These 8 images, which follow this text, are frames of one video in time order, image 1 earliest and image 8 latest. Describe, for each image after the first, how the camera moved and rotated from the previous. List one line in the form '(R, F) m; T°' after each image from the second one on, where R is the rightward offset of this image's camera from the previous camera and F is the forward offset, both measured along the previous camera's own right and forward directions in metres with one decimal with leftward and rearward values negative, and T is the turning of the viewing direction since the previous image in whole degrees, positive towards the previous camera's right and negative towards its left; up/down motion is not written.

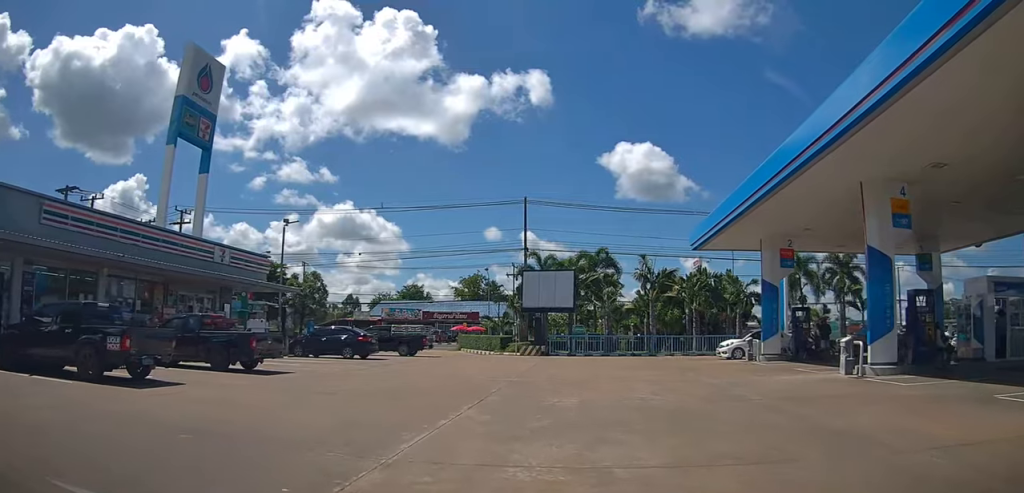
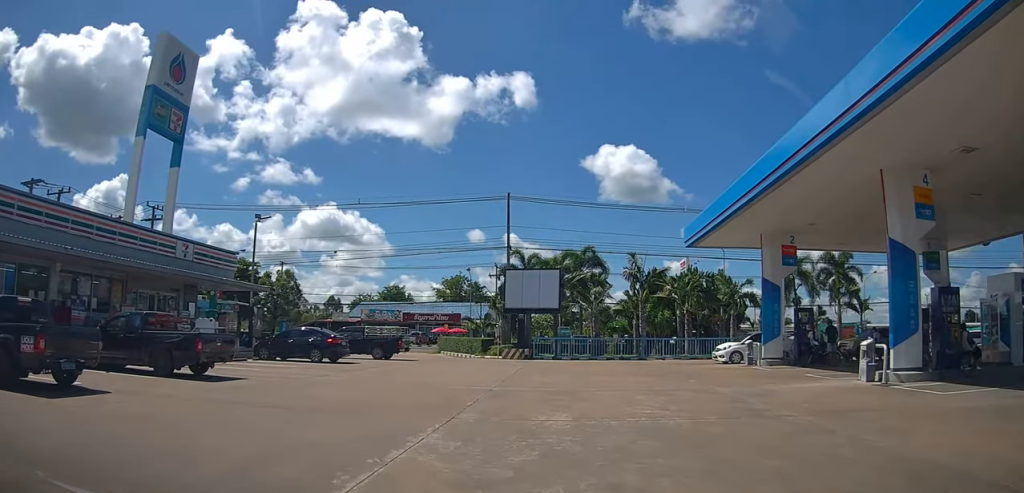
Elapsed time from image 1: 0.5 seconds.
(0.0, +1.8) m; +1°
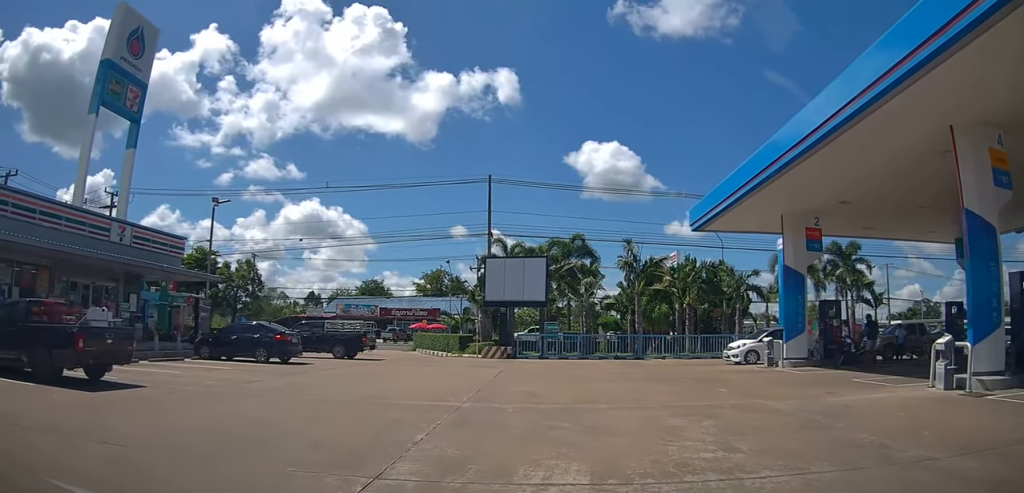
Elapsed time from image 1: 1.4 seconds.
(0.0, +3.5) m; +2°
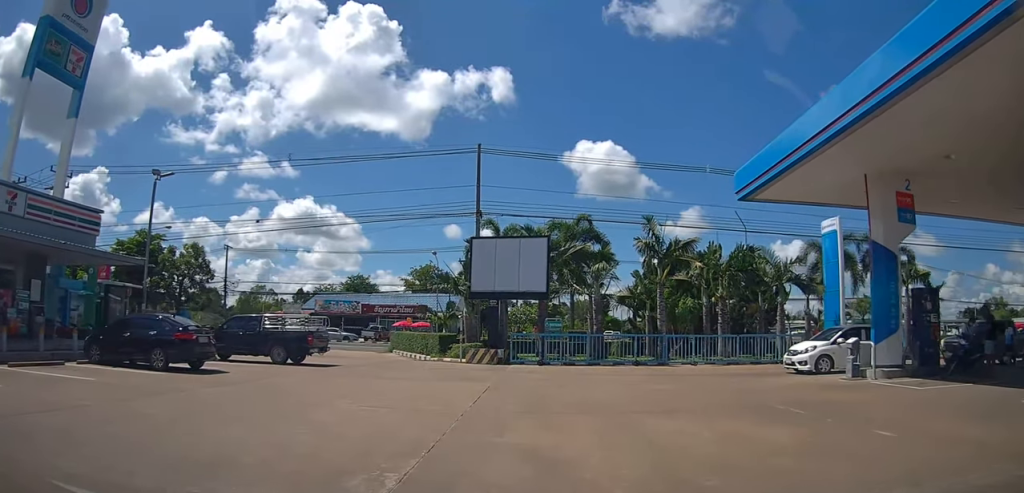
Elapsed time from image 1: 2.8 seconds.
(+0.2, +5.8) m; +2°
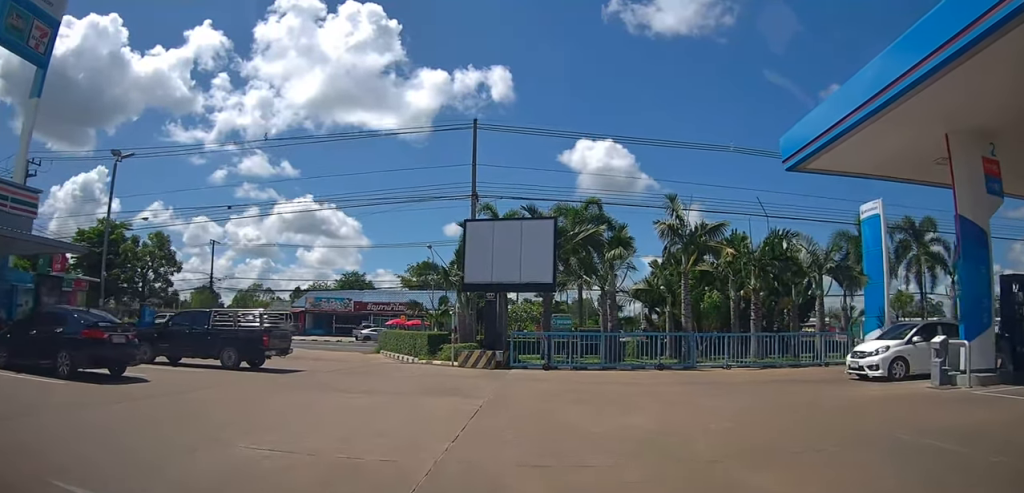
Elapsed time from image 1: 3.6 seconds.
(0.0, +3.7) m; 0°
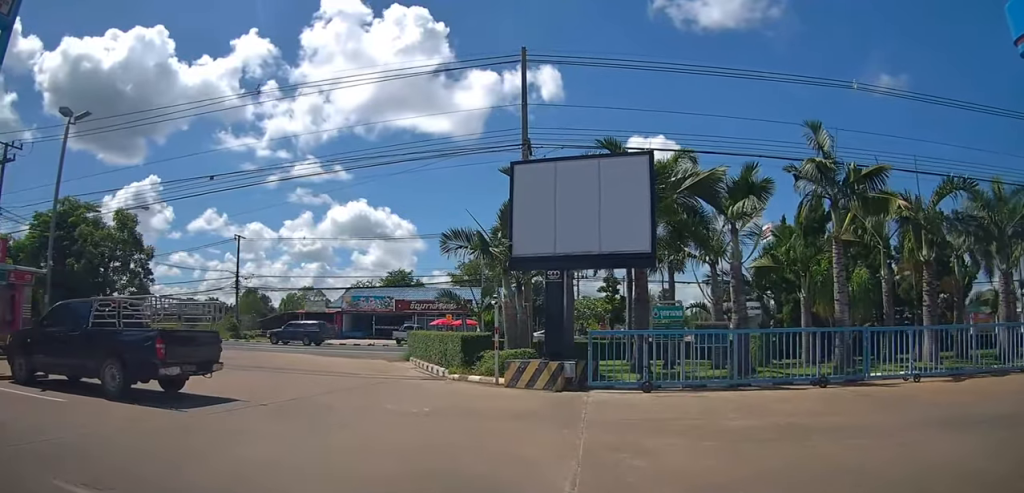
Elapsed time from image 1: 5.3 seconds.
(-0.3, +7.6) m; -6°
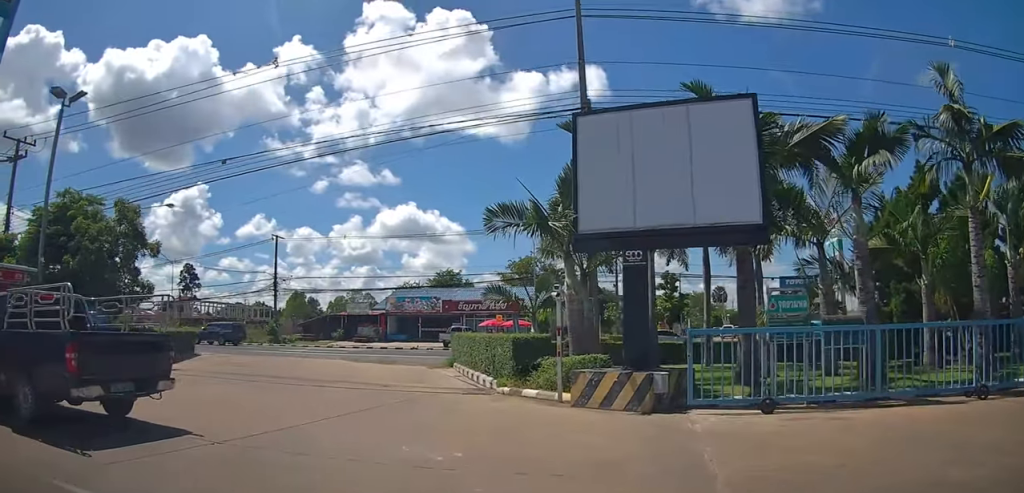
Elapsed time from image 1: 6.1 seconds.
(-0.1, +3.4) m; -3°
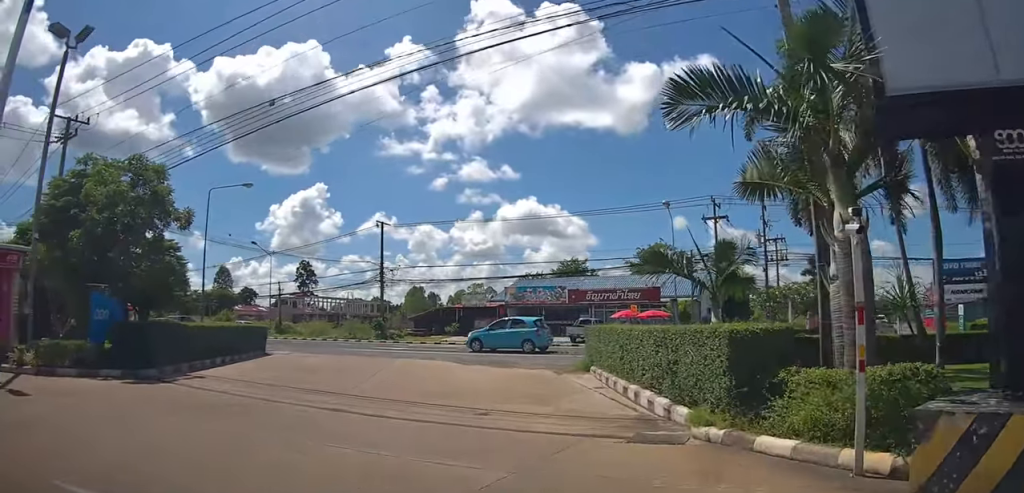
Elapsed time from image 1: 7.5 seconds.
(-0.3, +6.1) m; -10°
